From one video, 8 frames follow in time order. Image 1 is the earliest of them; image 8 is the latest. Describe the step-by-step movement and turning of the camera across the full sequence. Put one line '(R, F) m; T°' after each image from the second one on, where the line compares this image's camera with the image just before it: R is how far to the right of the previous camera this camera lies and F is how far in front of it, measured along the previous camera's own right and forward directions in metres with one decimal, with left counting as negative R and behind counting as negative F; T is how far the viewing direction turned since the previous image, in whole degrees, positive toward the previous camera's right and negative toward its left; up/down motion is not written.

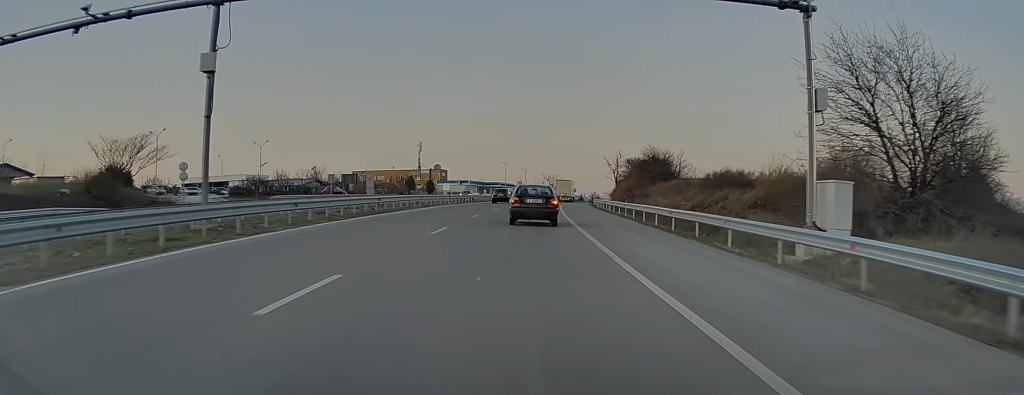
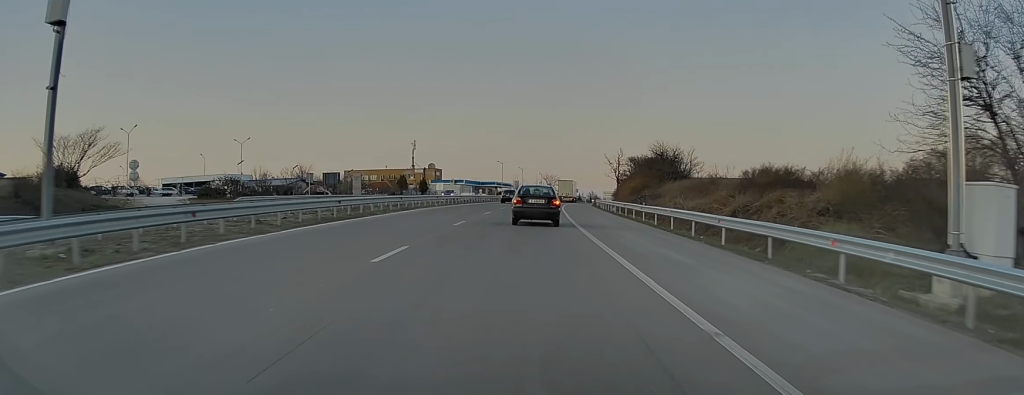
(-0.1, +7.1) m; 0°
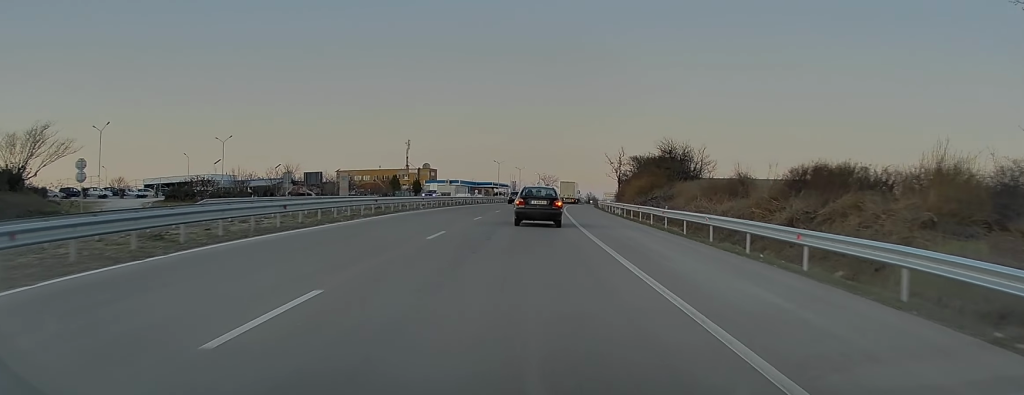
(+0.1, +6.1) m; +1°
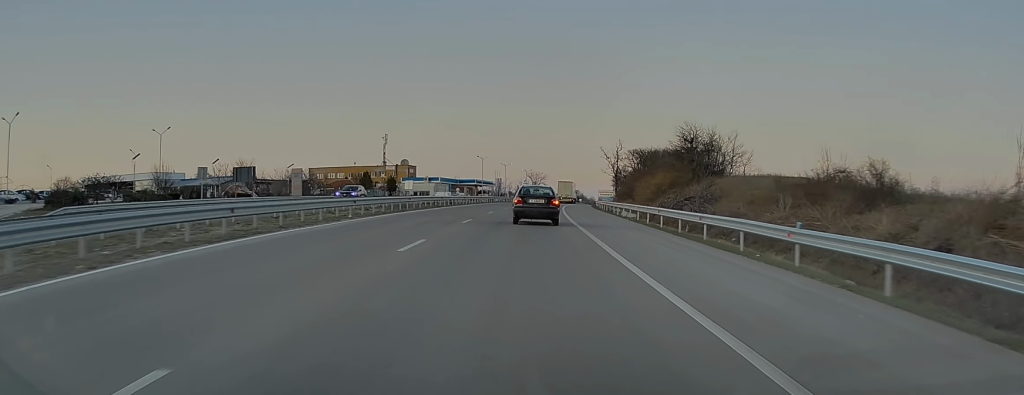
(+0.3, +15.4) m; +1°
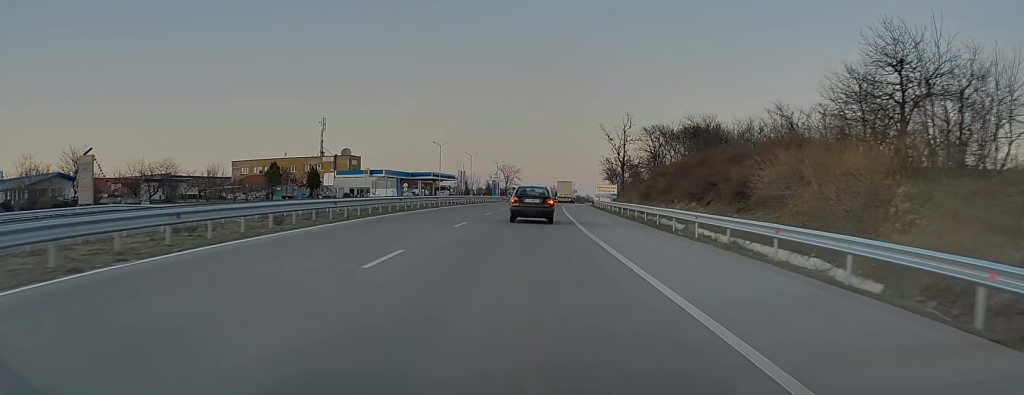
(+0.8, +38.2) m; +2°
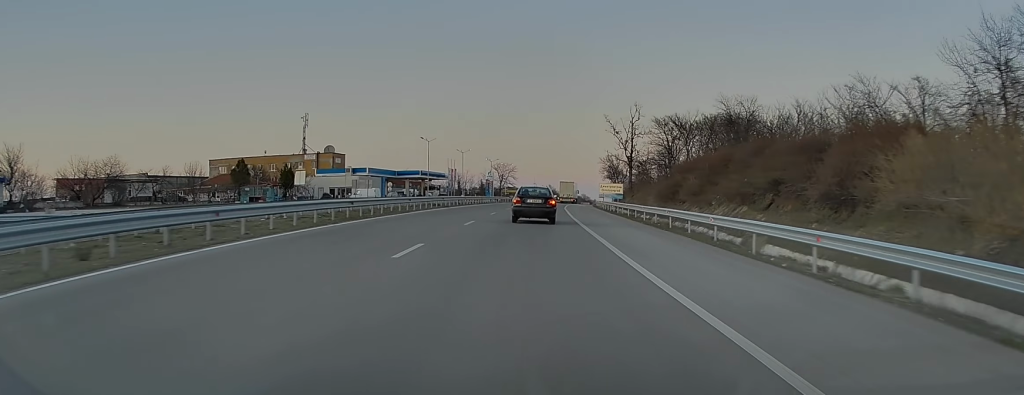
(-0.1, +10.1) m; -1°
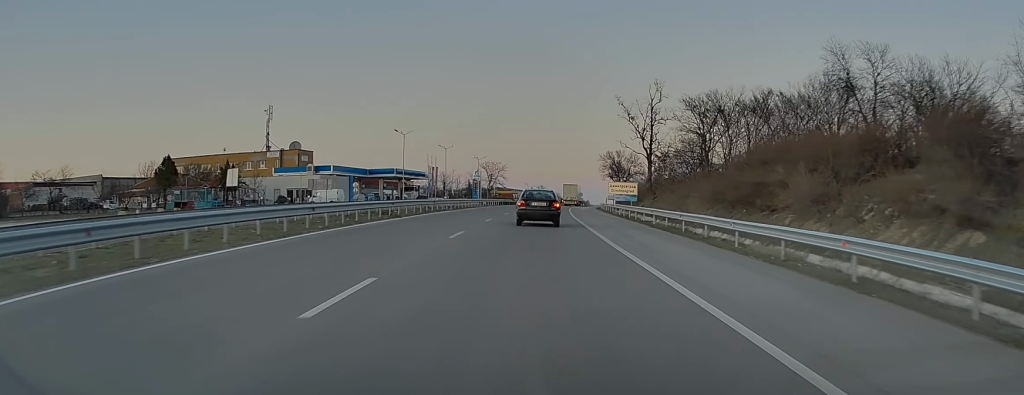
(0.0, +16.9) m; 0°
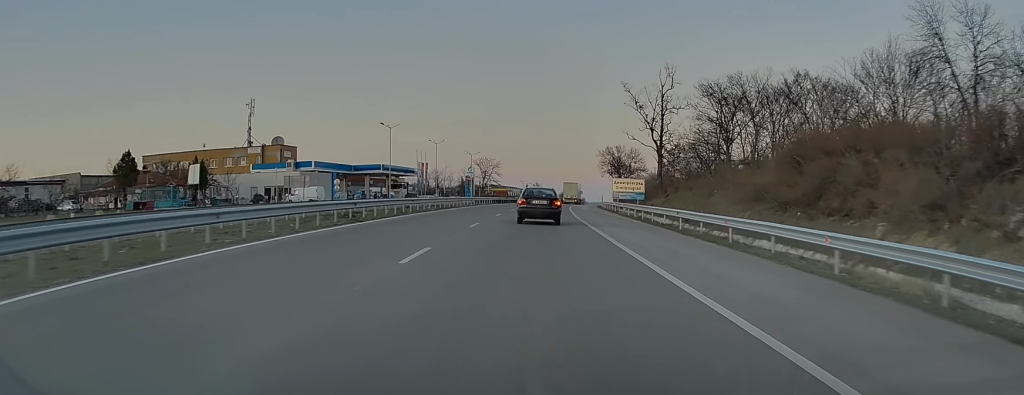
(0.0, +7.0) m; +1°
